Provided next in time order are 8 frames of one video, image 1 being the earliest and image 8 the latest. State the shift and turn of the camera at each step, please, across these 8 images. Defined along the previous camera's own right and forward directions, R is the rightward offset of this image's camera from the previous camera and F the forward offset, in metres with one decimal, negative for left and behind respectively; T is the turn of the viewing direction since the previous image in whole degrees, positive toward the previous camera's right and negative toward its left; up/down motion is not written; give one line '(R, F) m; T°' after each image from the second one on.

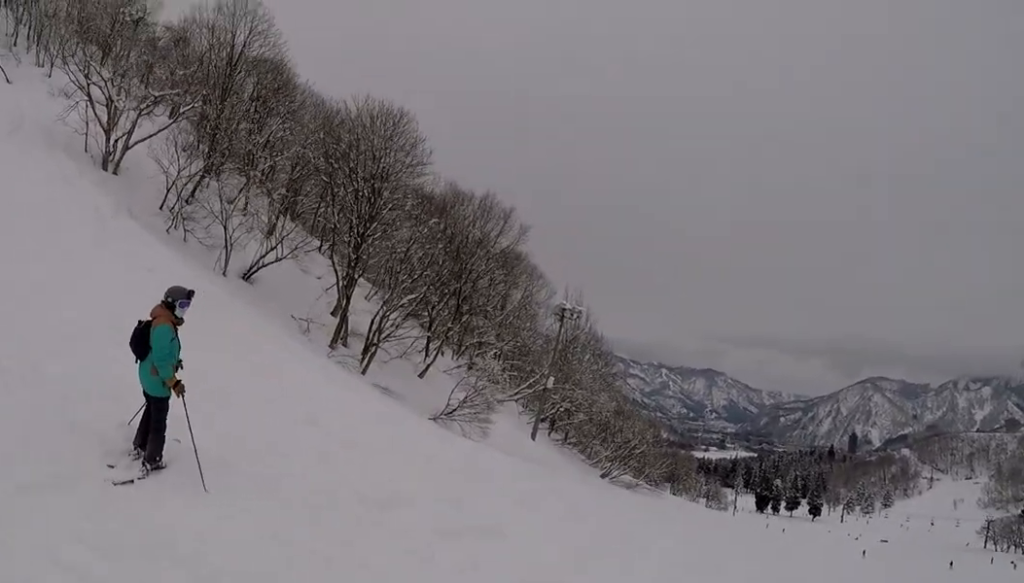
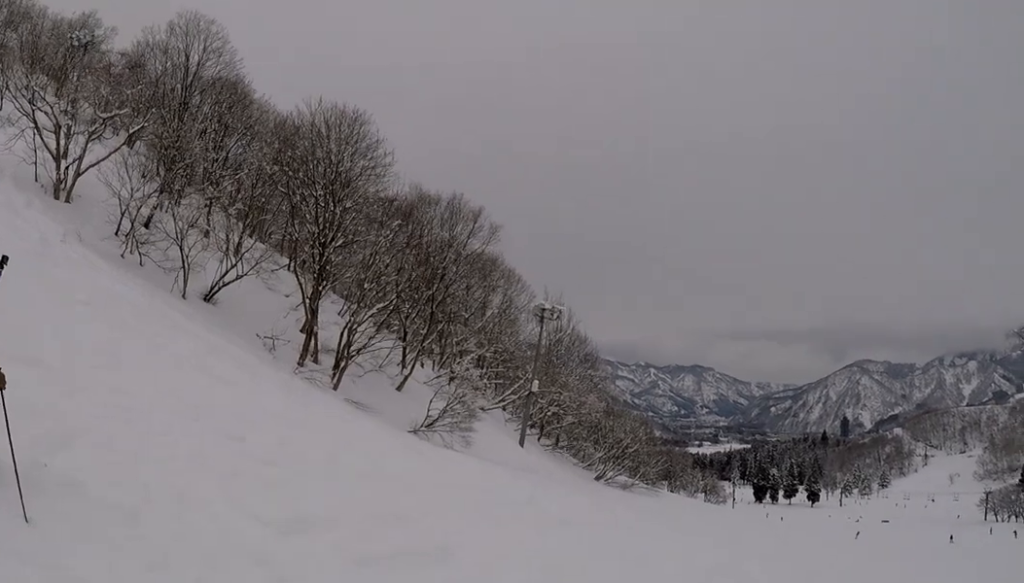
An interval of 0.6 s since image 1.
(+0.2, +1.9) m; -1°
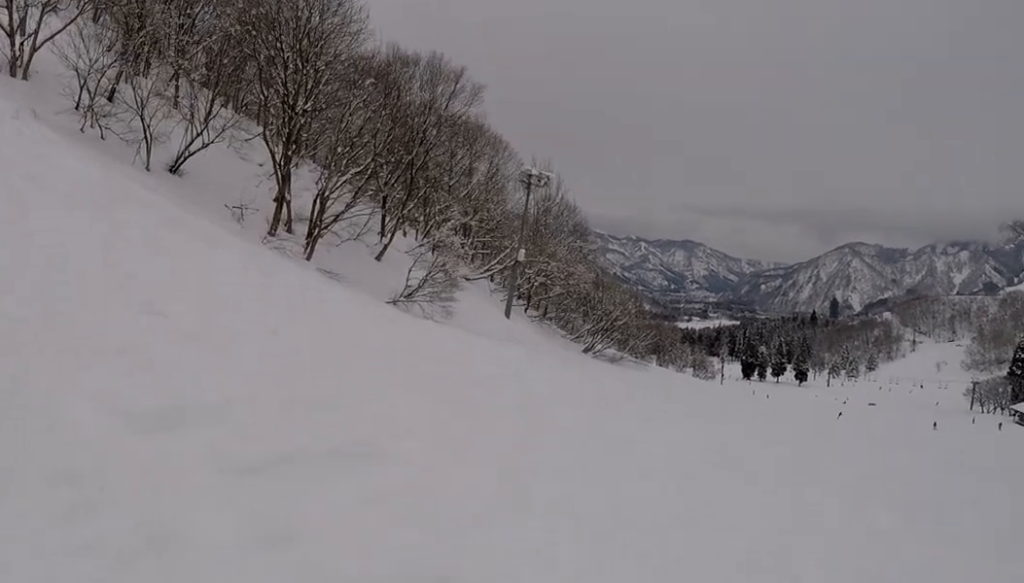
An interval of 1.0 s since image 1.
(+0.2, +1.6) m; -6°
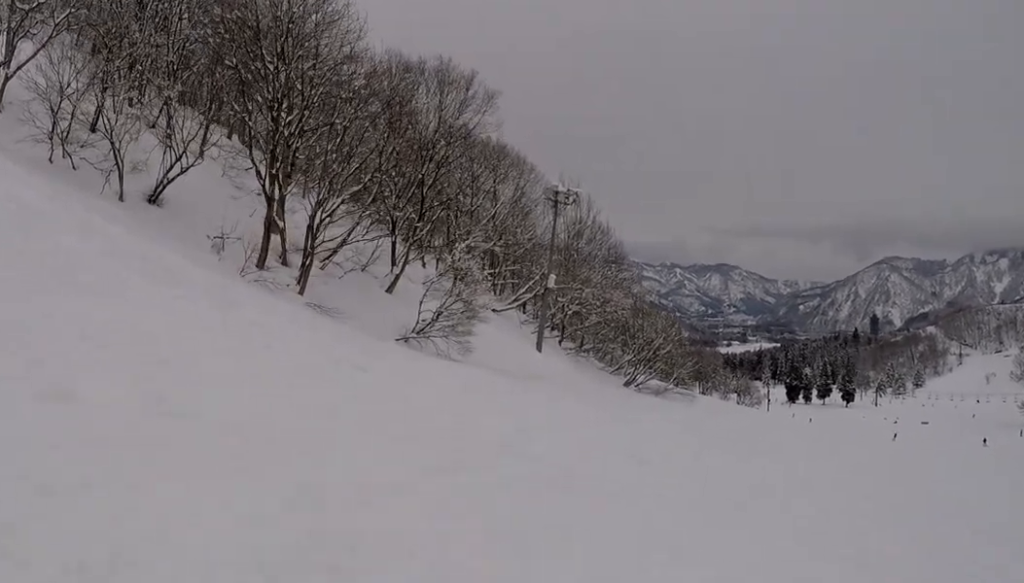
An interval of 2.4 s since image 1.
(-0.8, +4.1) m; -3°
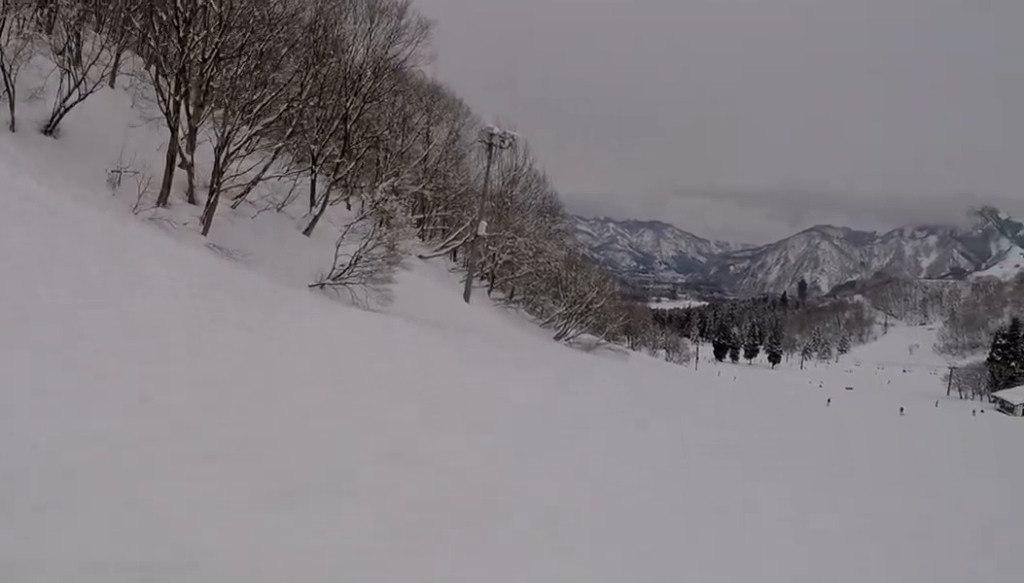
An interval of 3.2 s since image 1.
(+0.6, +2.8) m; +4°
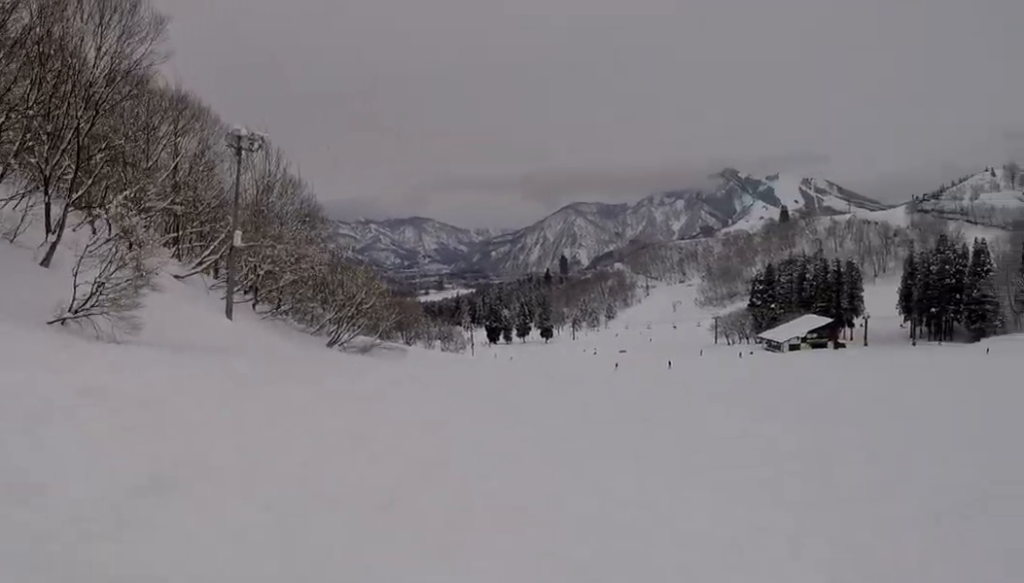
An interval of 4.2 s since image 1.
(-0.8, +2.7) m; +23°
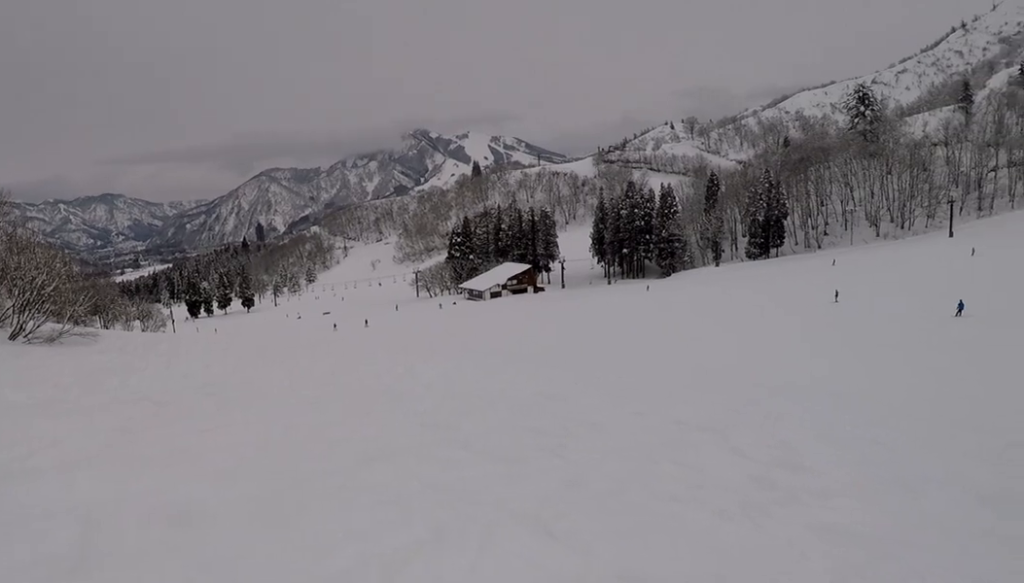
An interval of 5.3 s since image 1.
(+2.4, +4.3) m; +31°
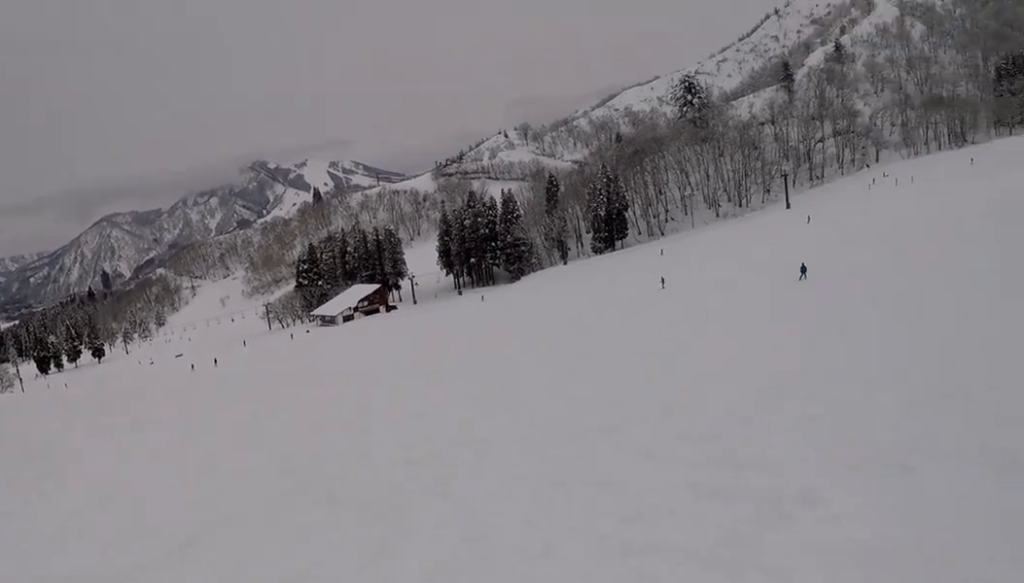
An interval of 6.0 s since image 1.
(-0.1, +3.1) m; +7°
